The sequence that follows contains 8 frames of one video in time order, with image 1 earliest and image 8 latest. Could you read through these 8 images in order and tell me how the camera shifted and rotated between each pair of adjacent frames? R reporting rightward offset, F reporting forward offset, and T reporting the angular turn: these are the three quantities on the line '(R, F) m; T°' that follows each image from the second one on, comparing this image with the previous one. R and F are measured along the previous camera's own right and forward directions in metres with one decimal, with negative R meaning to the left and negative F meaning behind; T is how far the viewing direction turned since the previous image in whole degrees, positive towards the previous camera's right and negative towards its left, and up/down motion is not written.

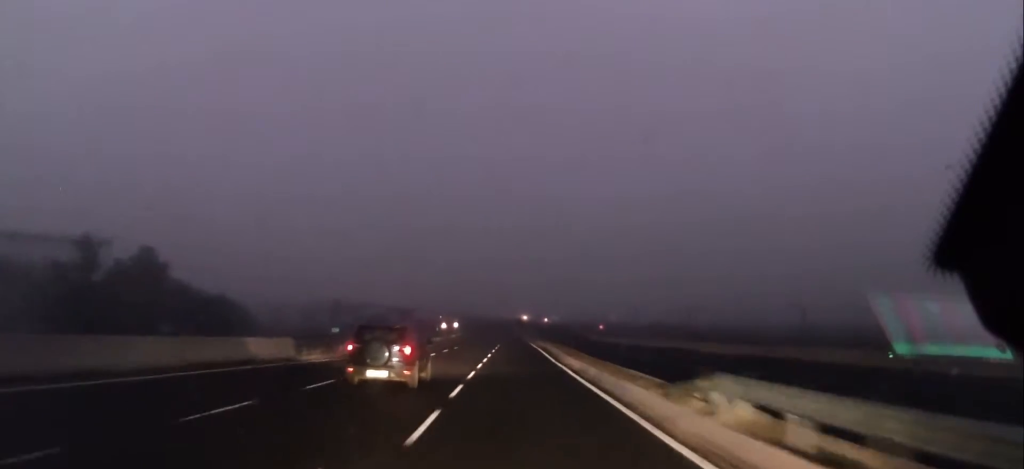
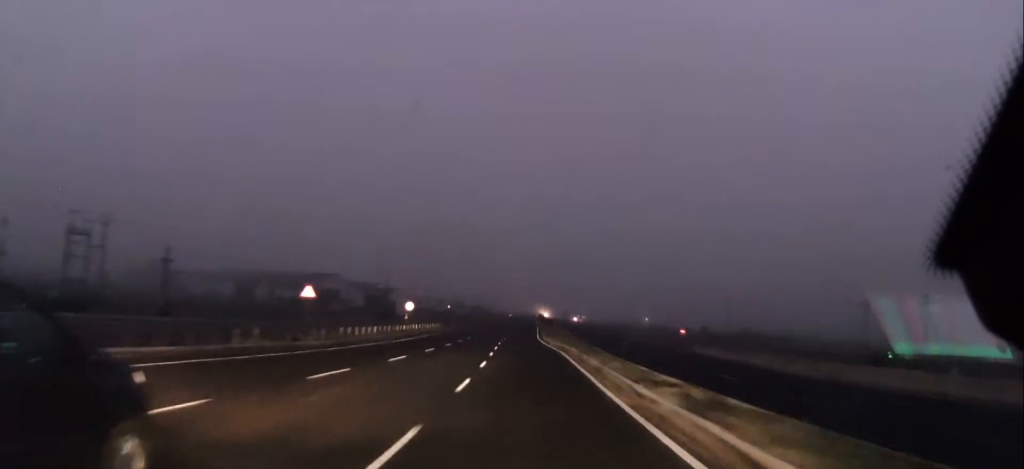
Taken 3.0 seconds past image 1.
(-0.6, +87.2) m; -1°
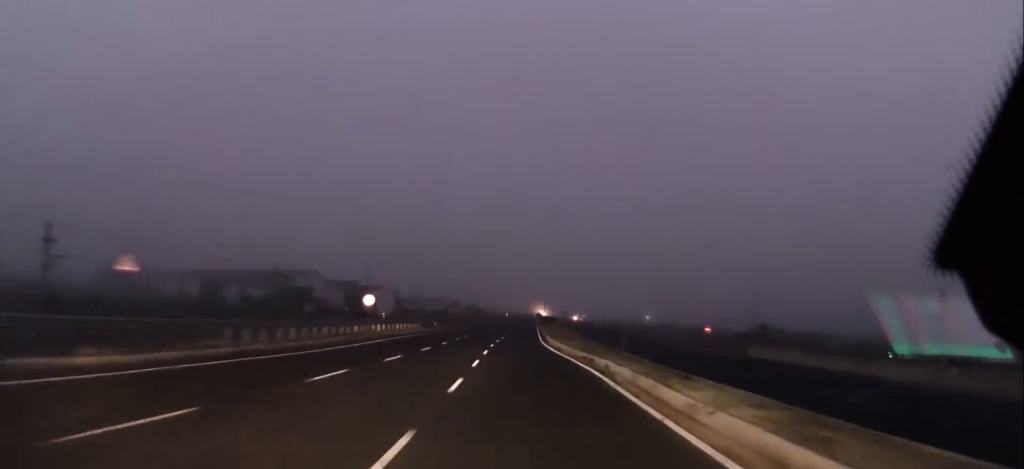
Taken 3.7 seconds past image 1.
(+0.1, +18.9) m; -1°
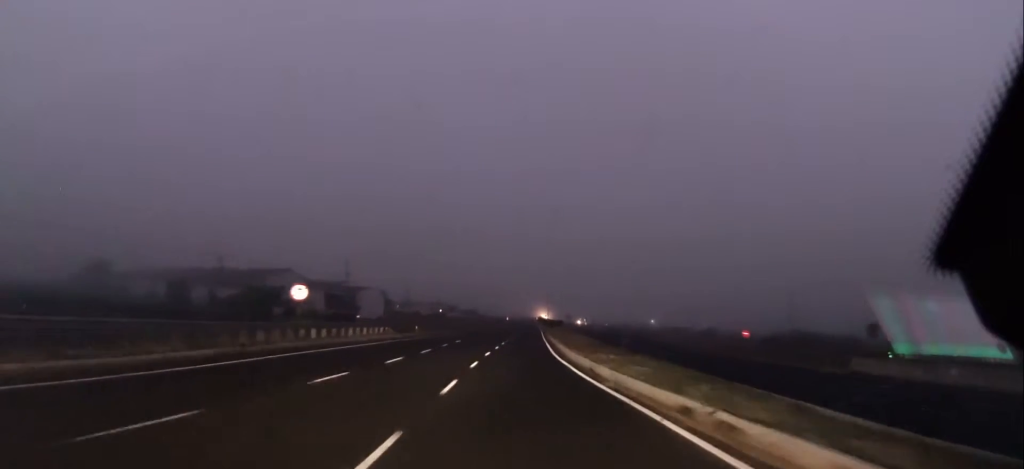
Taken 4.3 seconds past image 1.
(0.0, +18.0) m; 0°
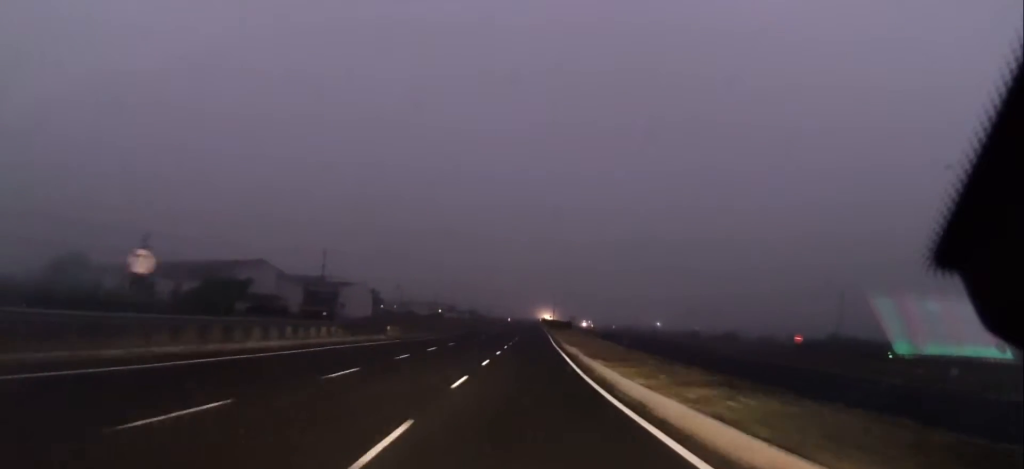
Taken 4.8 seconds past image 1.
(-0.4, +17.1) m; 0°
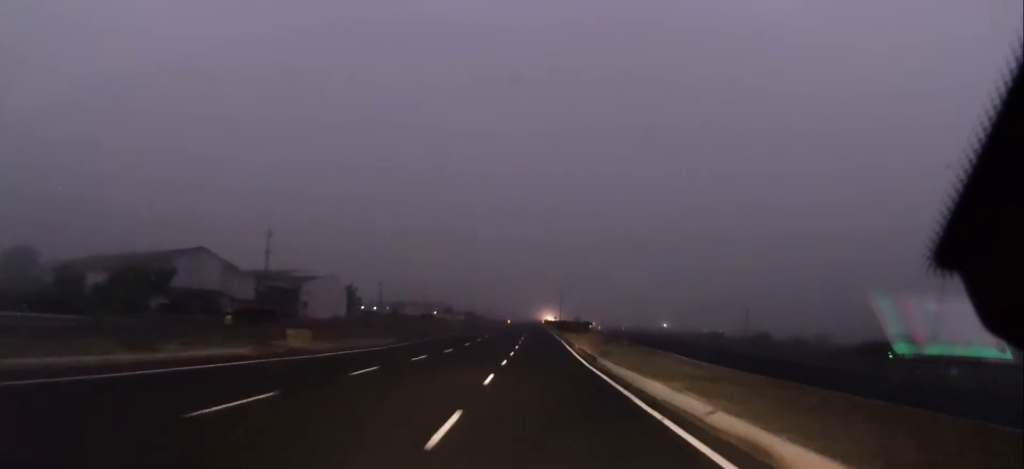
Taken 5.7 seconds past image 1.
(+0.2, +25.4) m; 0°
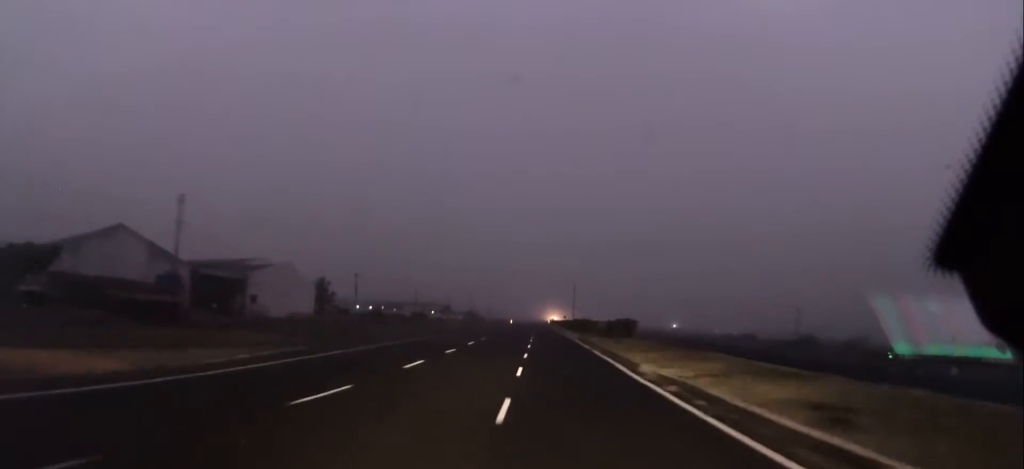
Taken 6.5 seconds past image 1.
(0.0, +24.7) m; 0°
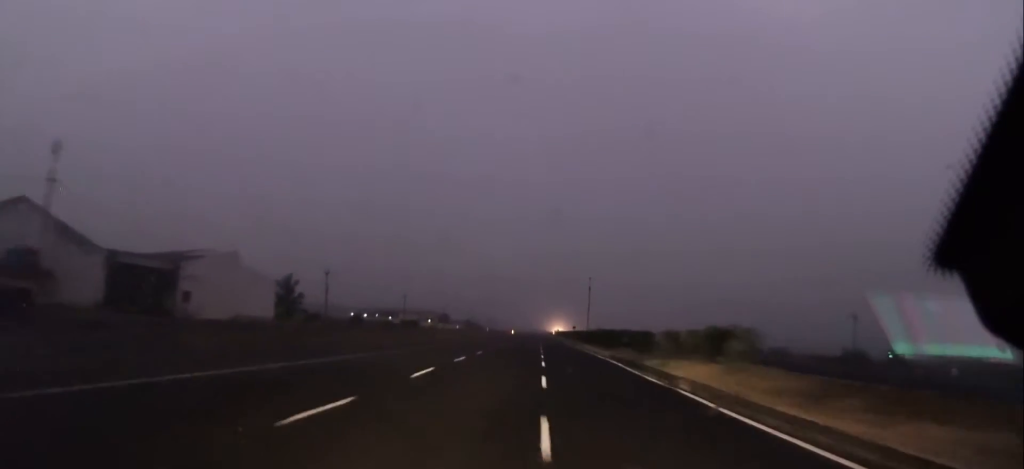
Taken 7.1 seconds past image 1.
(-0.3, +20.7) m; 0°
